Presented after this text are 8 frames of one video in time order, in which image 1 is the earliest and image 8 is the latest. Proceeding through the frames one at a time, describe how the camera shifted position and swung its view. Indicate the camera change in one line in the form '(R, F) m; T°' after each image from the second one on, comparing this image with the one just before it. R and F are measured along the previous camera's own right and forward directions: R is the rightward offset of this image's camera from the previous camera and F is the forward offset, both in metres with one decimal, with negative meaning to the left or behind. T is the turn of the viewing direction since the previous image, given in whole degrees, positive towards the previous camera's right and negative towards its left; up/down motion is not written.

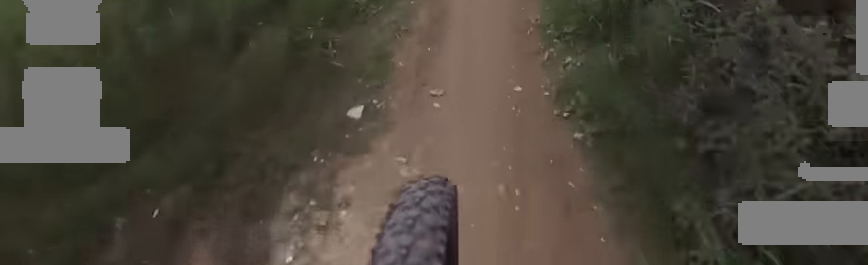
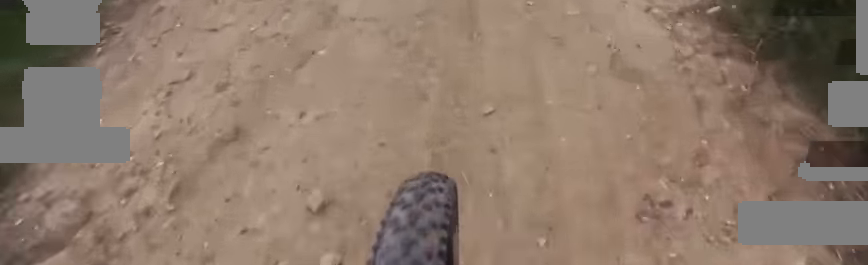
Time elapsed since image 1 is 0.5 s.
(0.0, +4.2) m; -1°
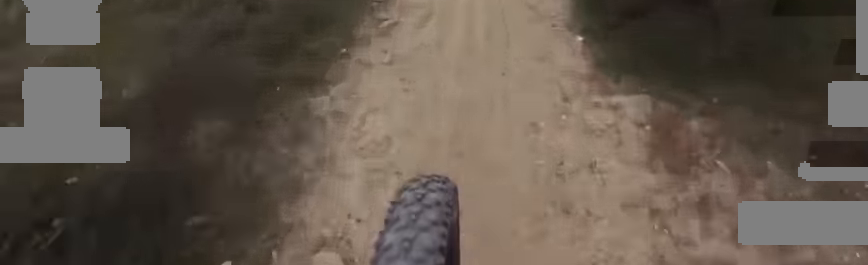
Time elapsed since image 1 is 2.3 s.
(-0.4, +15.5) m; -8°
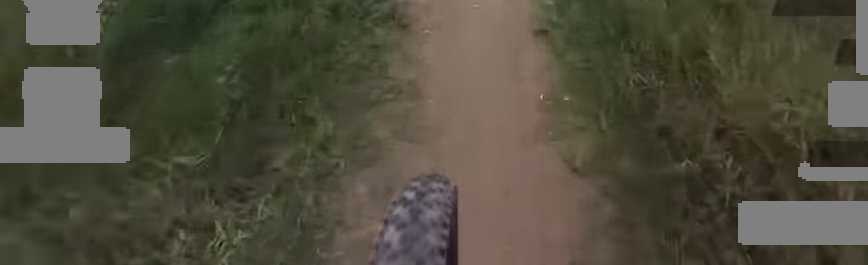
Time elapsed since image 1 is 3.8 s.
(-1.7, +12.7) m; -7°
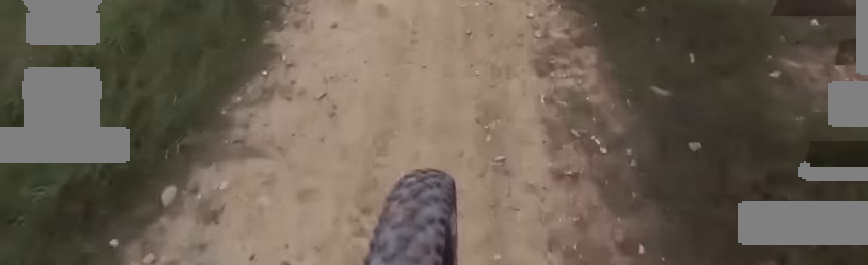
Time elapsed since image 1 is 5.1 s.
(+1.6, +12.3) m; +8°
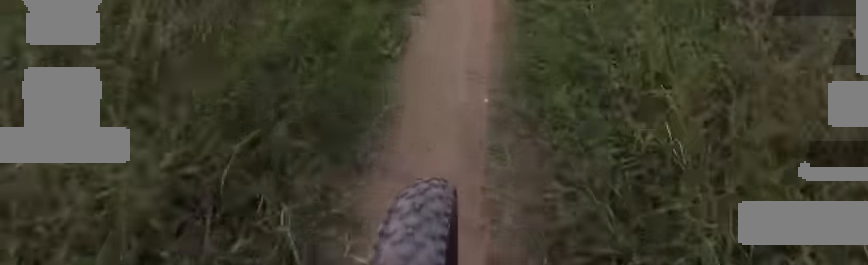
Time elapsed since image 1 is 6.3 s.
(-0.7, +10.7) m; -7°
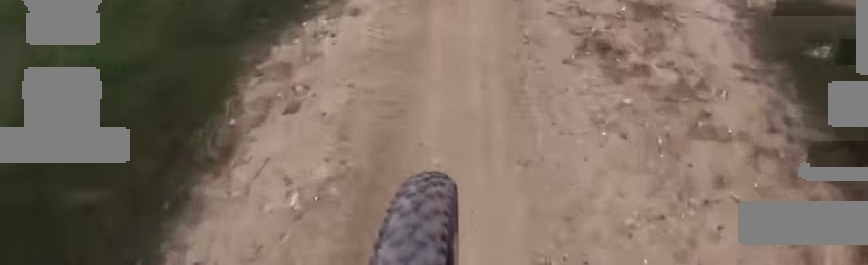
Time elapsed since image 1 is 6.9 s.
(-0.2, +5.3) m; 0°
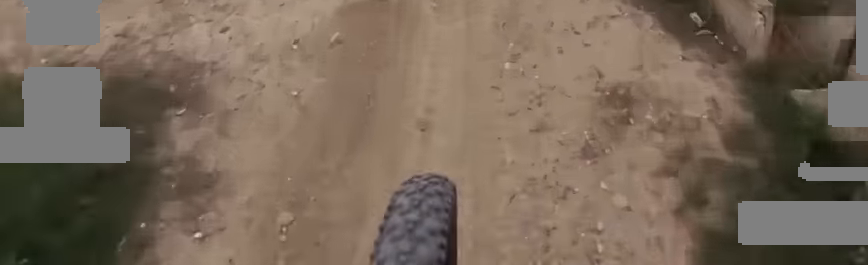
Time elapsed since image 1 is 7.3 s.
(+0.1, +3.6) m; +3°
